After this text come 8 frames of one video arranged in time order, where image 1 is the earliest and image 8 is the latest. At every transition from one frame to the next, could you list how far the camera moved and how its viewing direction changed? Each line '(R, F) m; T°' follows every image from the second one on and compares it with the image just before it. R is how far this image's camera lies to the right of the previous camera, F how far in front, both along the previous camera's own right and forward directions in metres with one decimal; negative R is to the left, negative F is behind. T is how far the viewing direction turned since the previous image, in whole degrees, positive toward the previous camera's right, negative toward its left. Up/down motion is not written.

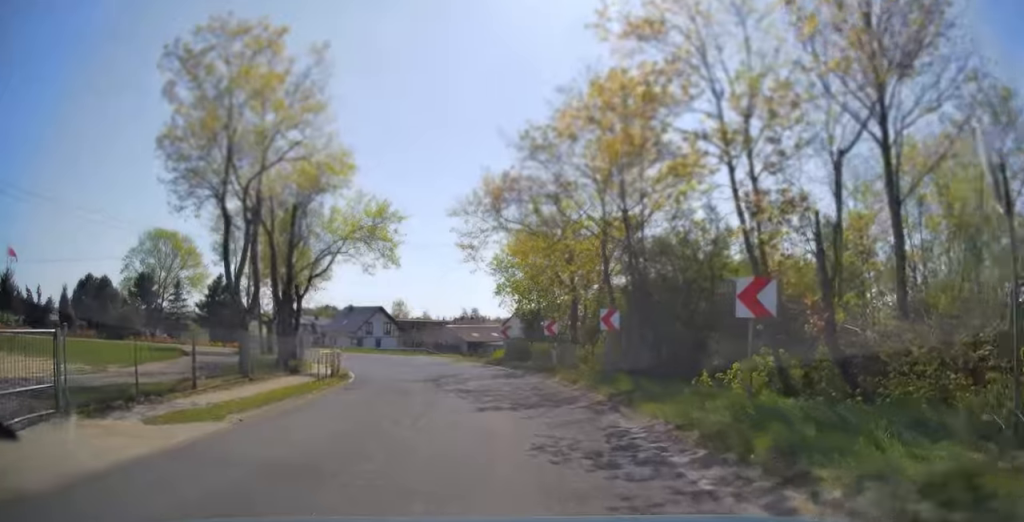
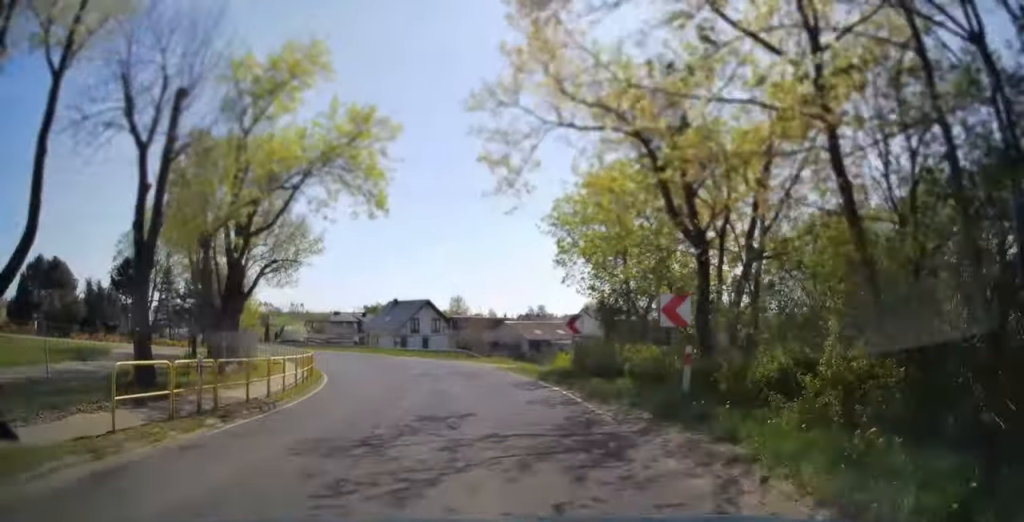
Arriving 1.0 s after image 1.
(-0.7, +13.9) m; -7°
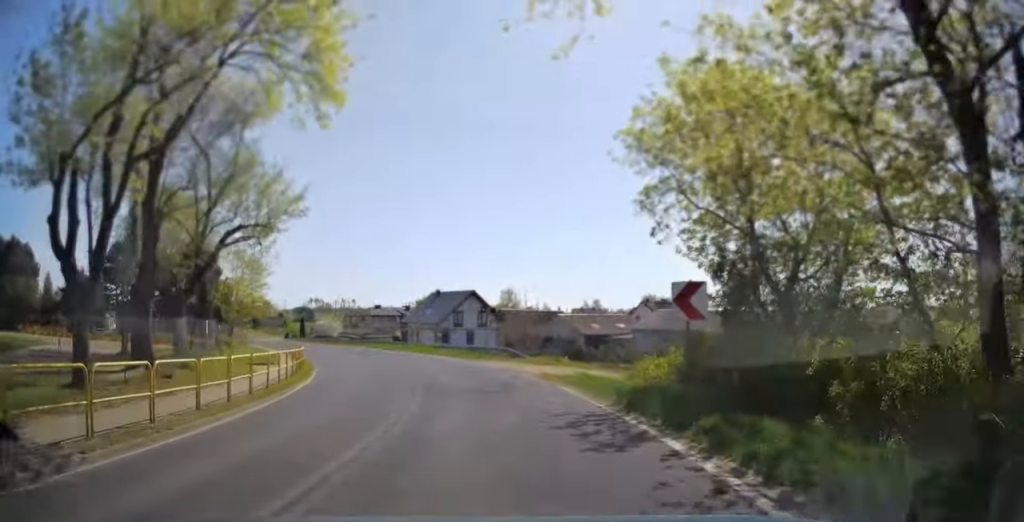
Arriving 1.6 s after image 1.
(-0.4, +9.1) m; -5°
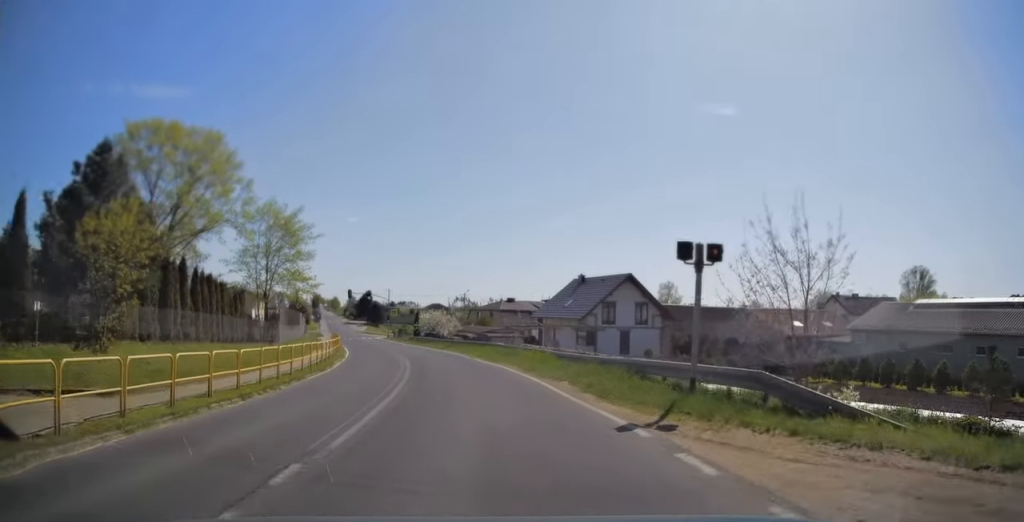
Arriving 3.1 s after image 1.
(-2.5, +21.5) m; -14°
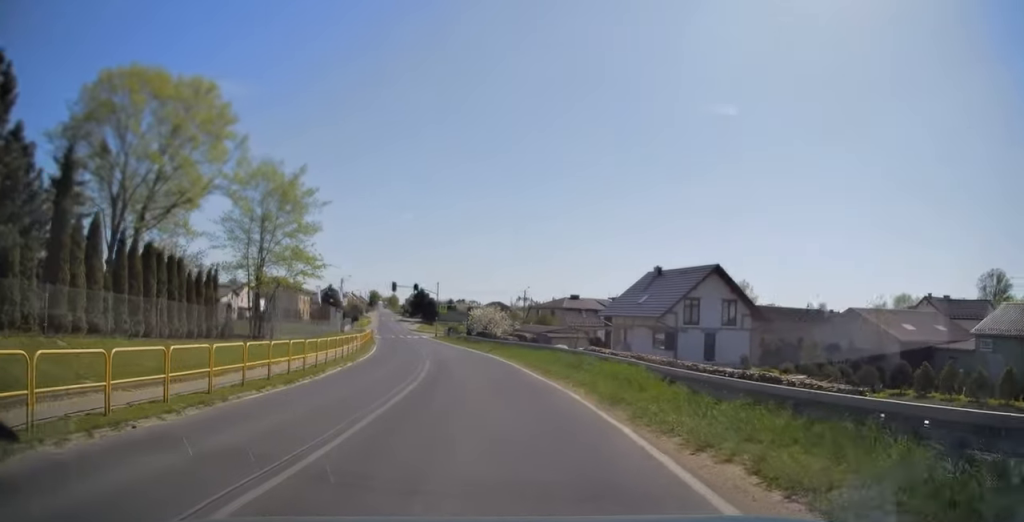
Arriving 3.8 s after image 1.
(-0.6, +9.2) m; -5°
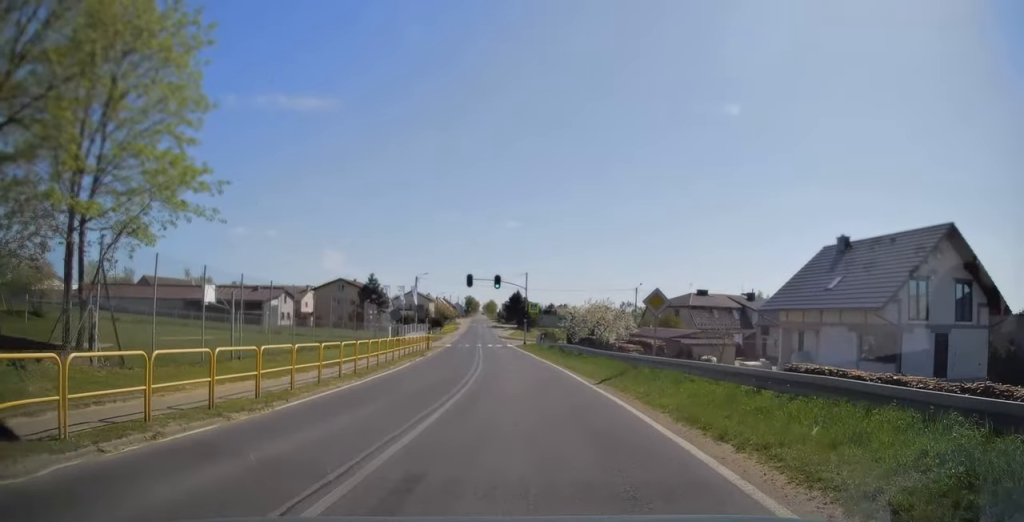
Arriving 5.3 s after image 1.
(-1.6, +19.4) m; -9°
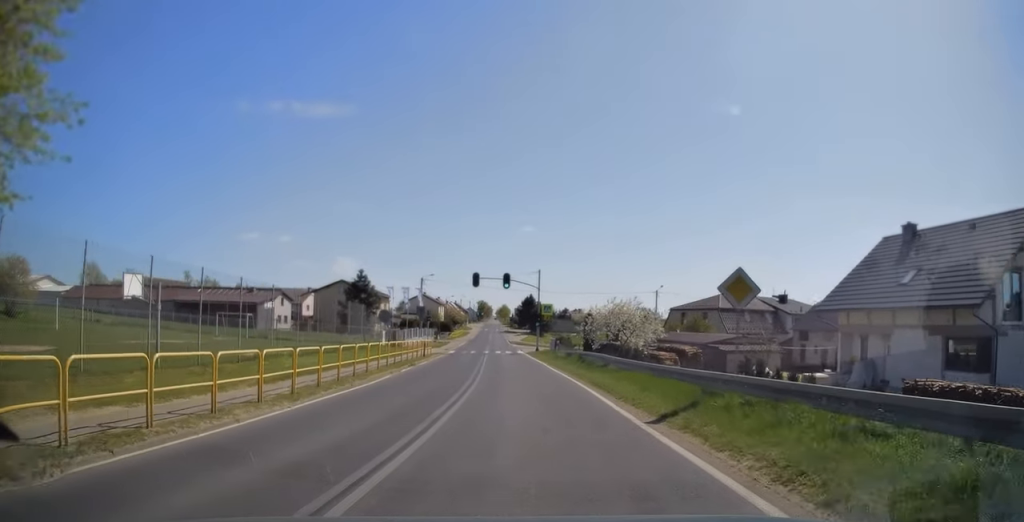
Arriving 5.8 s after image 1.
(-0.2, +6.4) m; -1°
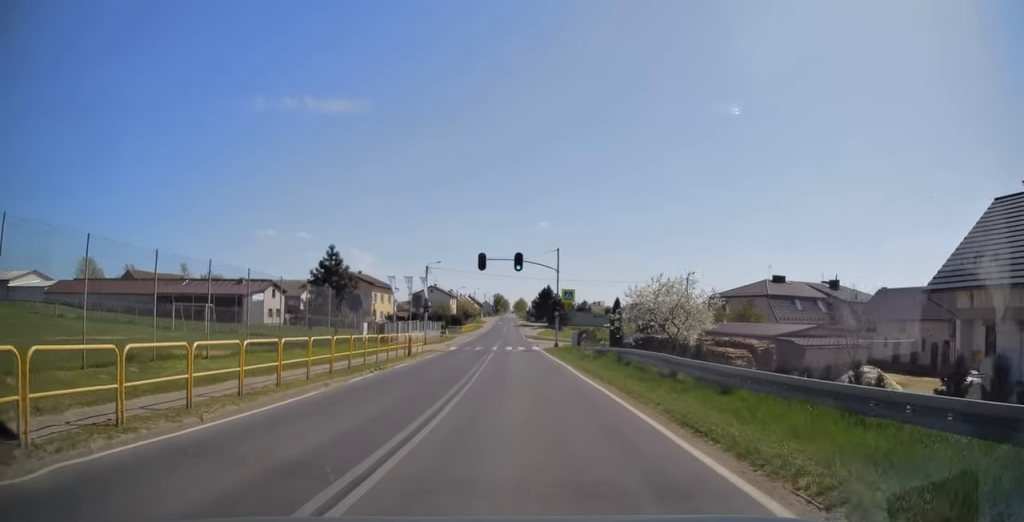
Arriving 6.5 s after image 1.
(-0.2, +9.1) m; -2°
